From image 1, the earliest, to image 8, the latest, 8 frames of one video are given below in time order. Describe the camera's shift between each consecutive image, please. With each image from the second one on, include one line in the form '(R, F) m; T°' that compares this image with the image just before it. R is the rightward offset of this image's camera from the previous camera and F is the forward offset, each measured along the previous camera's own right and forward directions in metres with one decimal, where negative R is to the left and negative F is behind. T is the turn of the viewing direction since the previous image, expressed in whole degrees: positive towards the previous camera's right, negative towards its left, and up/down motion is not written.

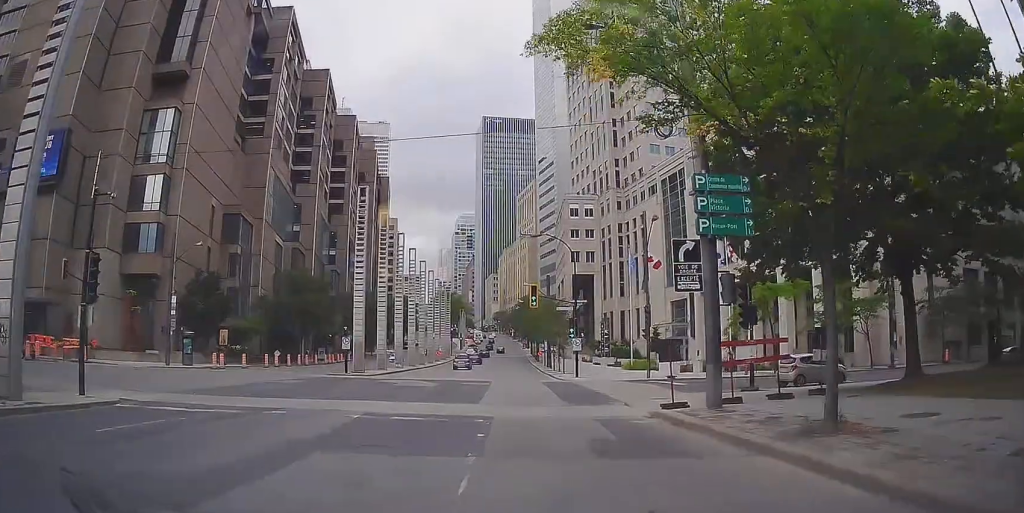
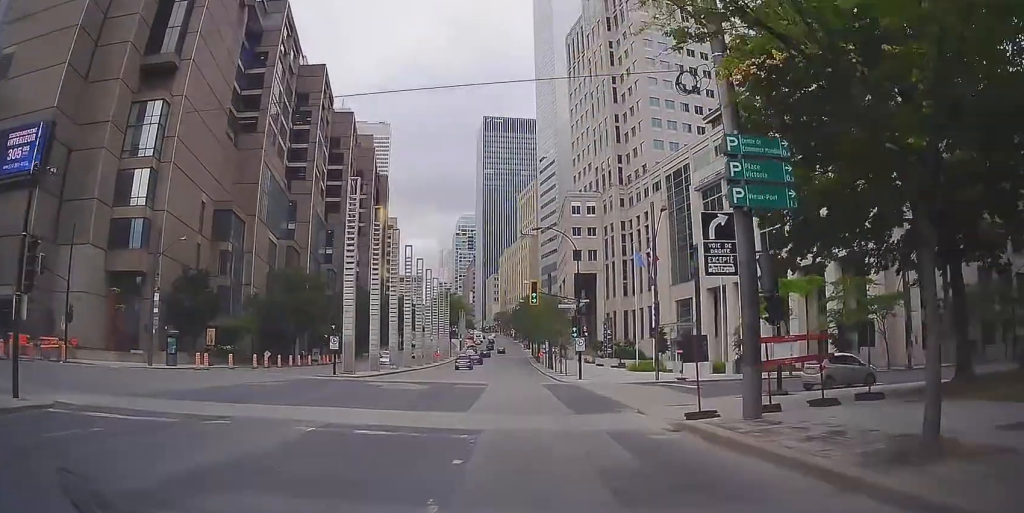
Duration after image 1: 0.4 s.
(0.0, +3.1) m; -1°
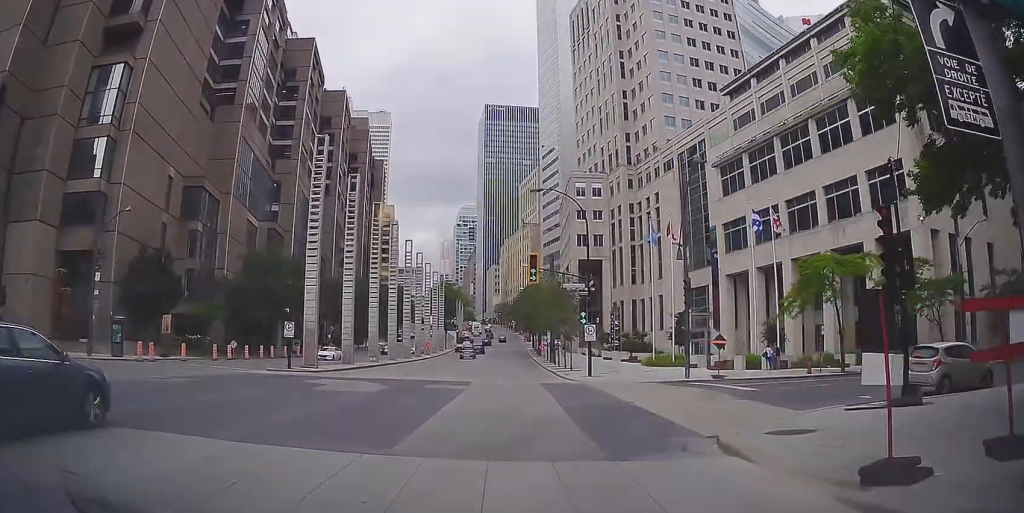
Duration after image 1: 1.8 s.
(-0.3, +9.4) m; -4°
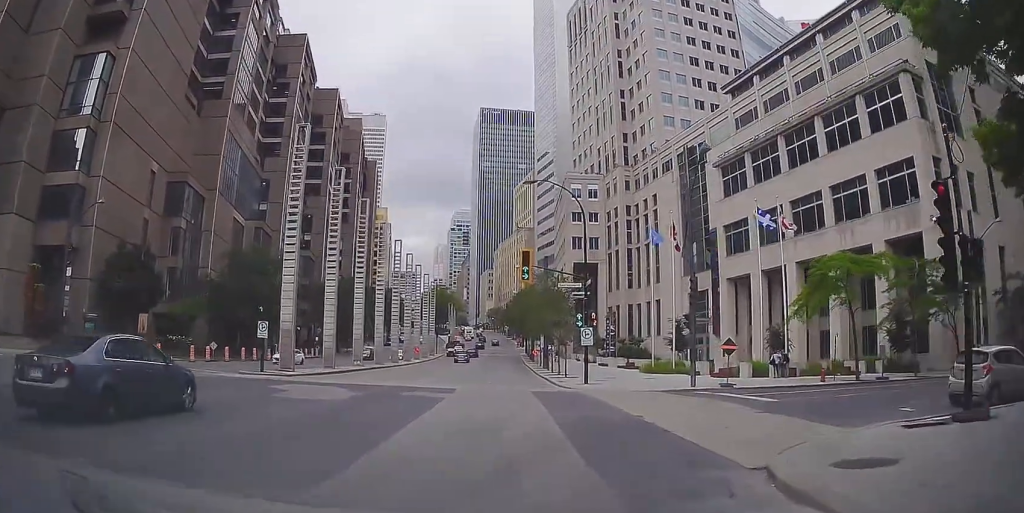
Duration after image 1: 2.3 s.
(0.0, +3.0) m; +2°
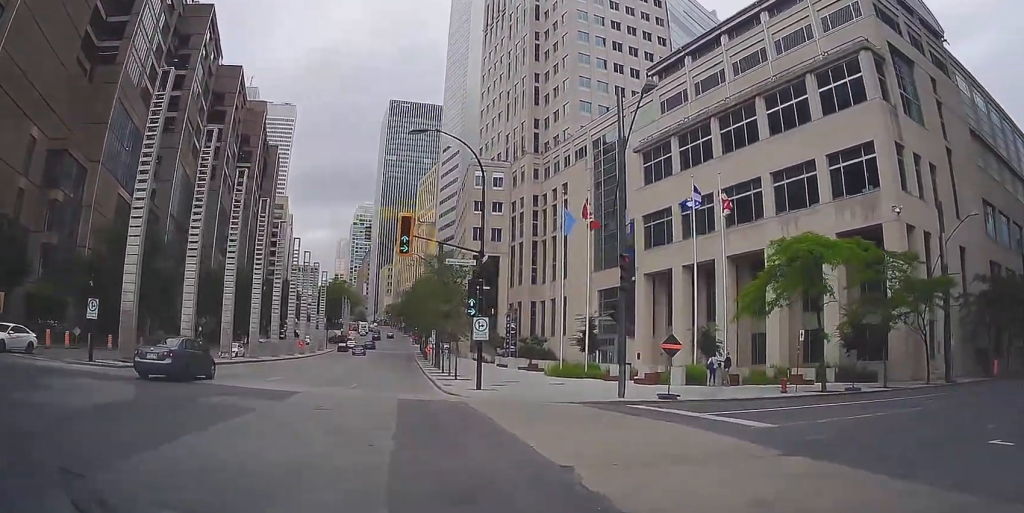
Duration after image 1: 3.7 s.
(+0.5, +7.2) m; +14°
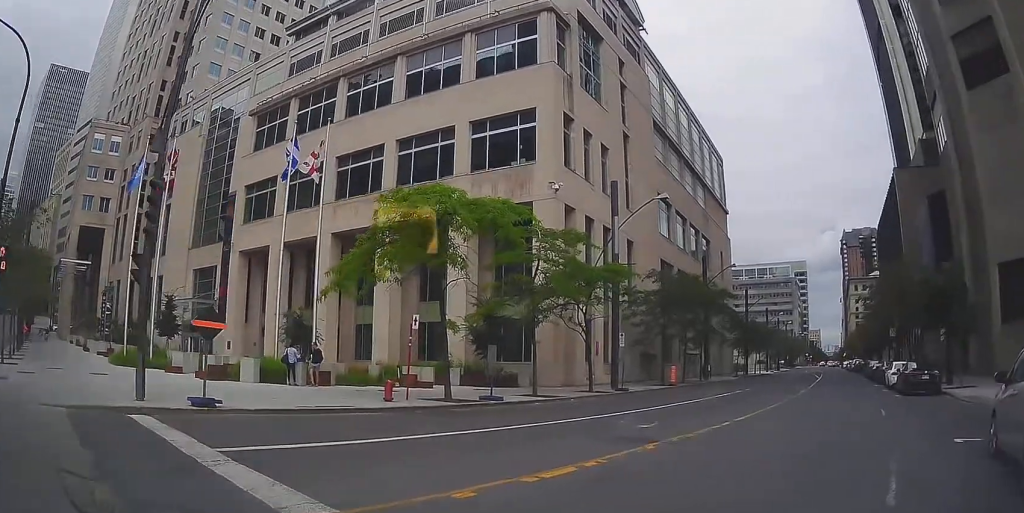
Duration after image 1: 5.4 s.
(+2.1, +6.6) m; +38°
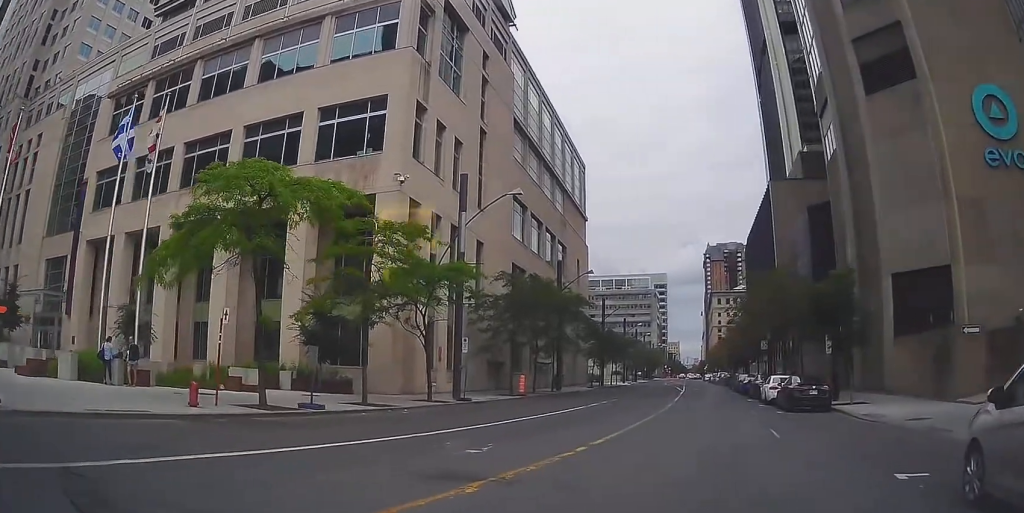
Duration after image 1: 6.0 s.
(+0.2, +2.2) m; +13°
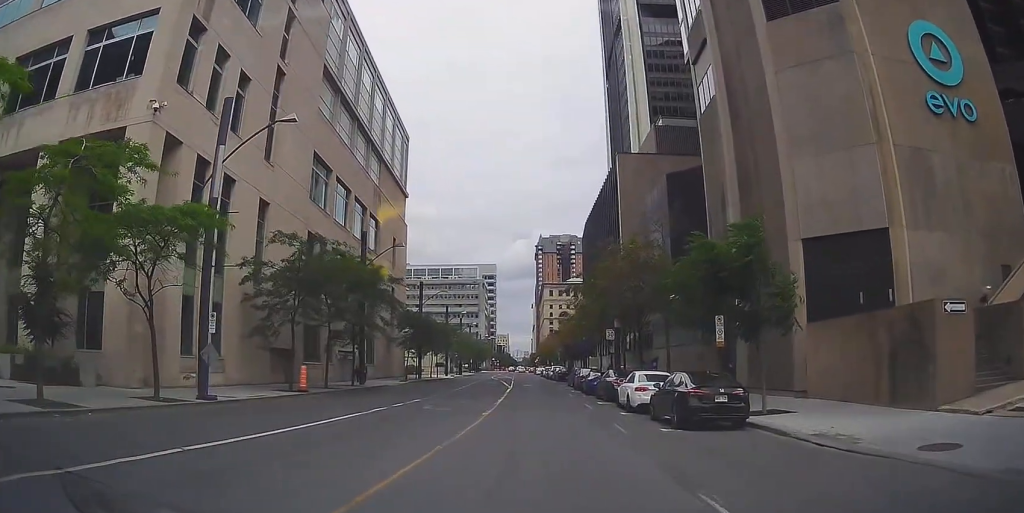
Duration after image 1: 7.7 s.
(+1.6, +6.8) m; +18°
